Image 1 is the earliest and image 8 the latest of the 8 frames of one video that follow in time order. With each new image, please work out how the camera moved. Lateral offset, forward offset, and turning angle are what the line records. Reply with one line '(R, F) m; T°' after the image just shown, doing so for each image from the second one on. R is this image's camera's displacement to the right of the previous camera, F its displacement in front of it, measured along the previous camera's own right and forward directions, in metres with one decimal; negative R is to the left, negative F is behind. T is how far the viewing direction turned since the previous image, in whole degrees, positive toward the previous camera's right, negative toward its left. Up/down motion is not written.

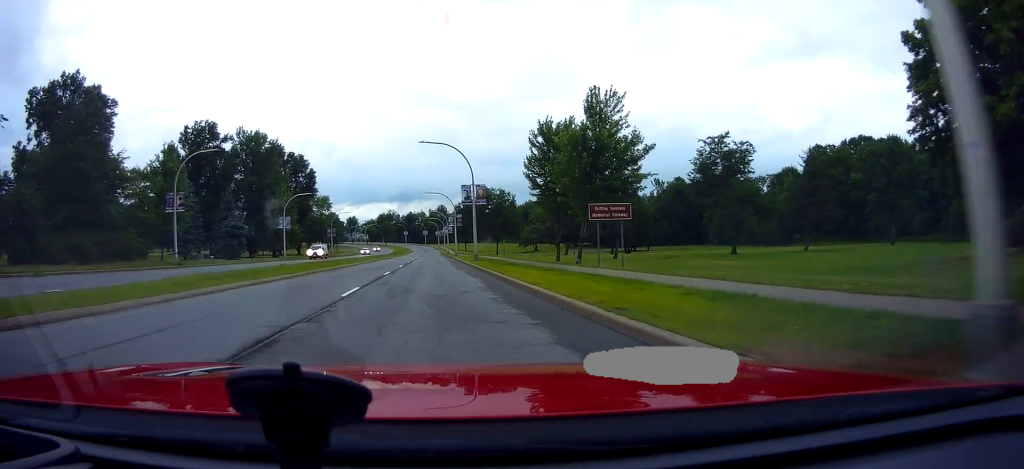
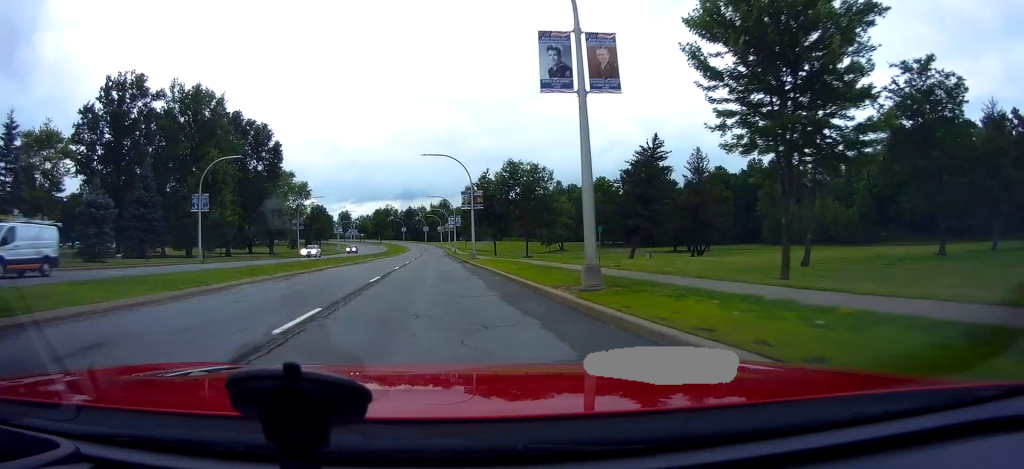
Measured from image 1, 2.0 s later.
(0.0, +31.6) m; 0°
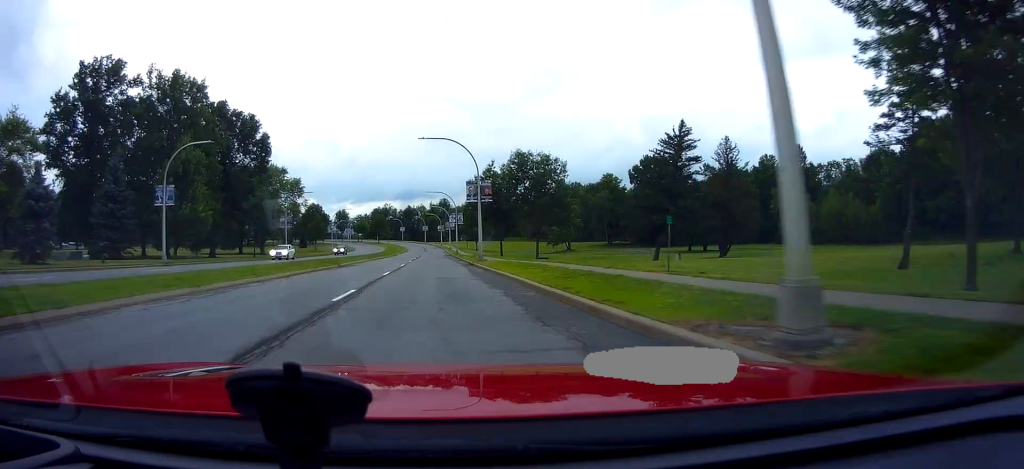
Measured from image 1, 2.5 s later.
(-0.3, +7.4) m; 0°
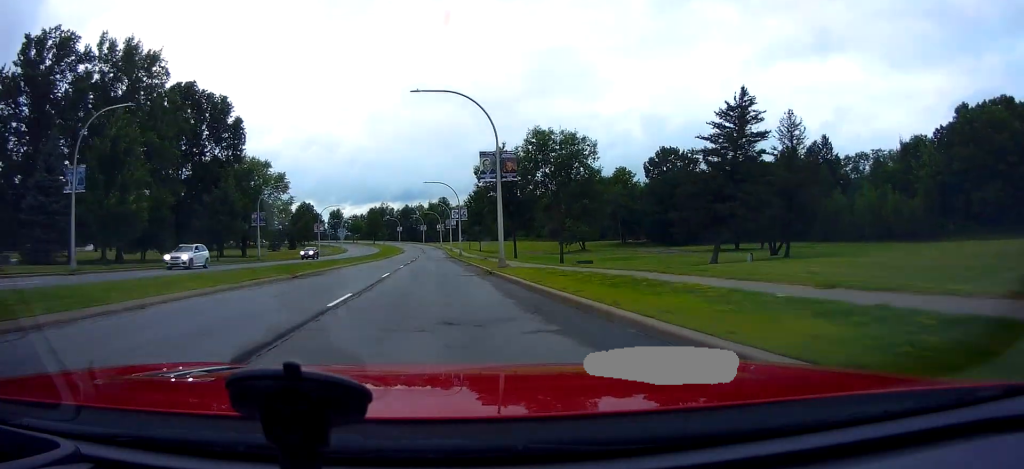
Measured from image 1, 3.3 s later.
(+0.5, +12.9) m; +2°
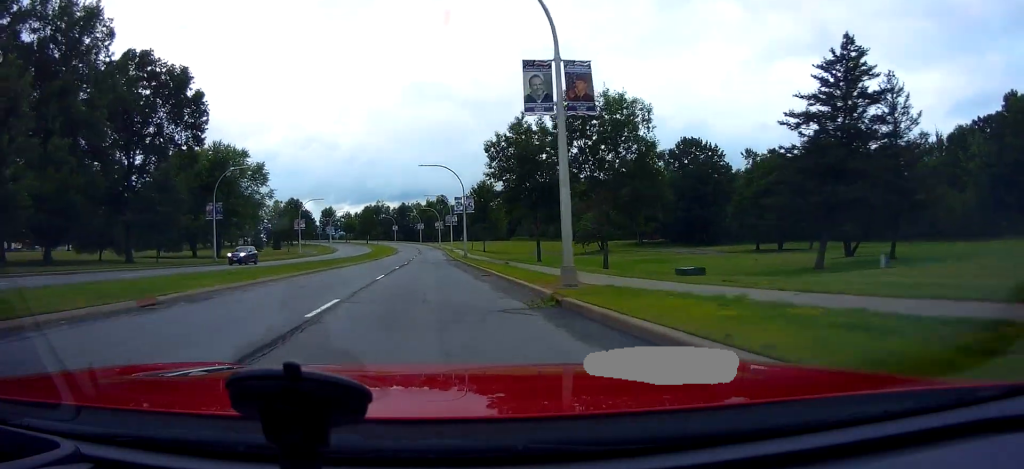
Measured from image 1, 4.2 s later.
(+0.1, +14.2) m; -1°
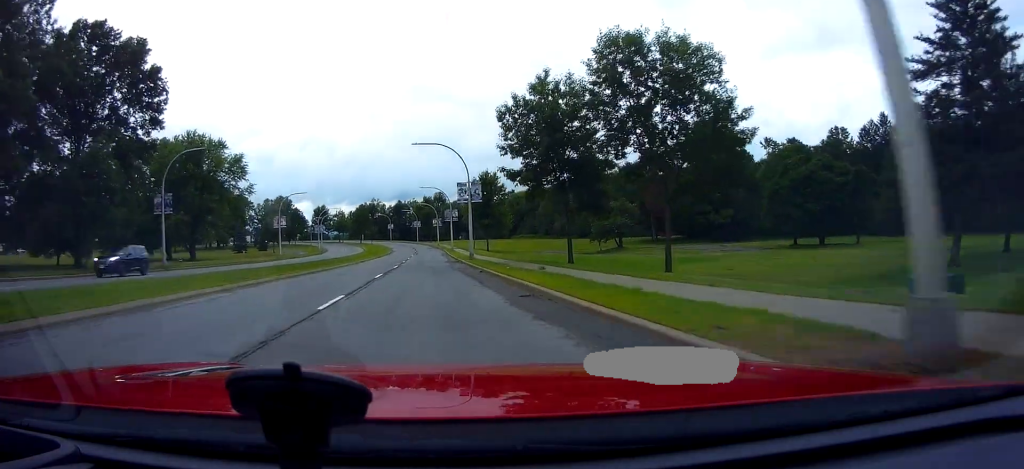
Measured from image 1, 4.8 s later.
(-0.2, +10.9) m; -1°
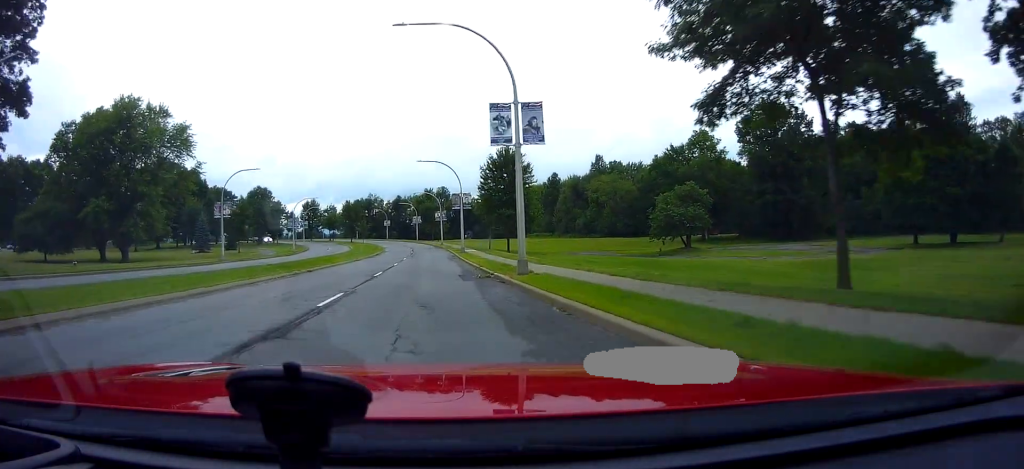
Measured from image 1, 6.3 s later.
(+0.1, +23.7) m; 0°
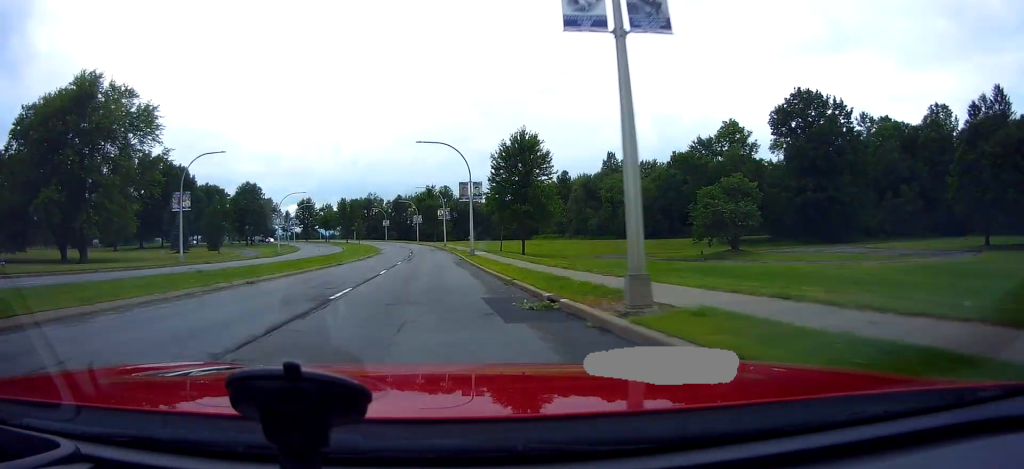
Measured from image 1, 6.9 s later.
(-0.1, +10.6) m; 0°
